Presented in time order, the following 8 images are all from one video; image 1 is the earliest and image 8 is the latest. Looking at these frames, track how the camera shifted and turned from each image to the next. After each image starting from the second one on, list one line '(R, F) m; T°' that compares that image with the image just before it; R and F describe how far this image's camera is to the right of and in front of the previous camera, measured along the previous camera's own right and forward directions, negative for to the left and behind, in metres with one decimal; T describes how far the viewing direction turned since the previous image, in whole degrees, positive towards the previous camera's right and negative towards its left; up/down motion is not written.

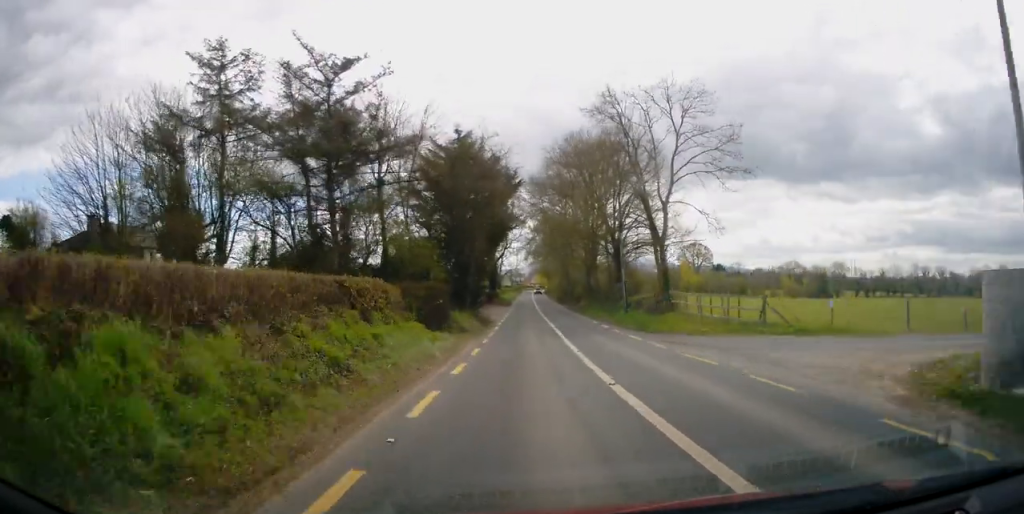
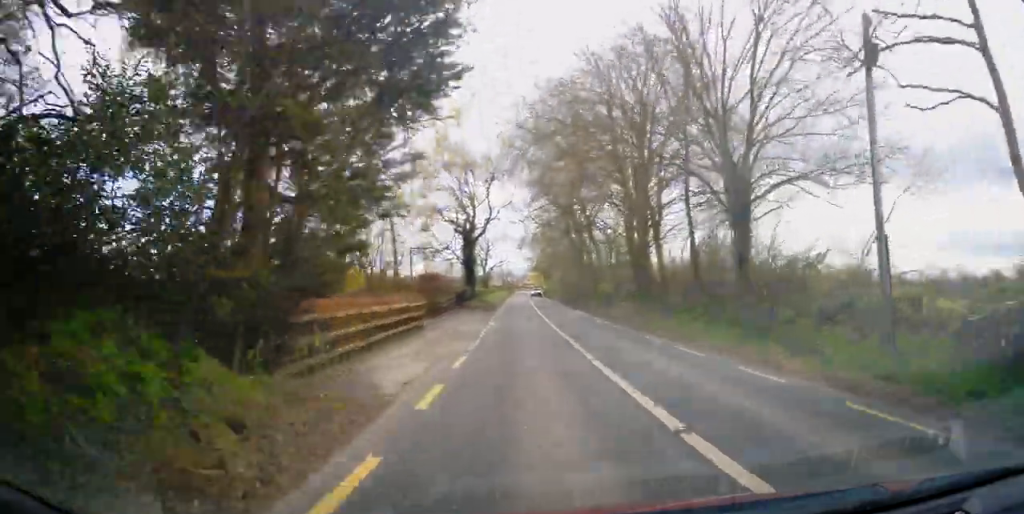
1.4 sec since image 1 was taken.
(-0.2, +28.2) m; -7°
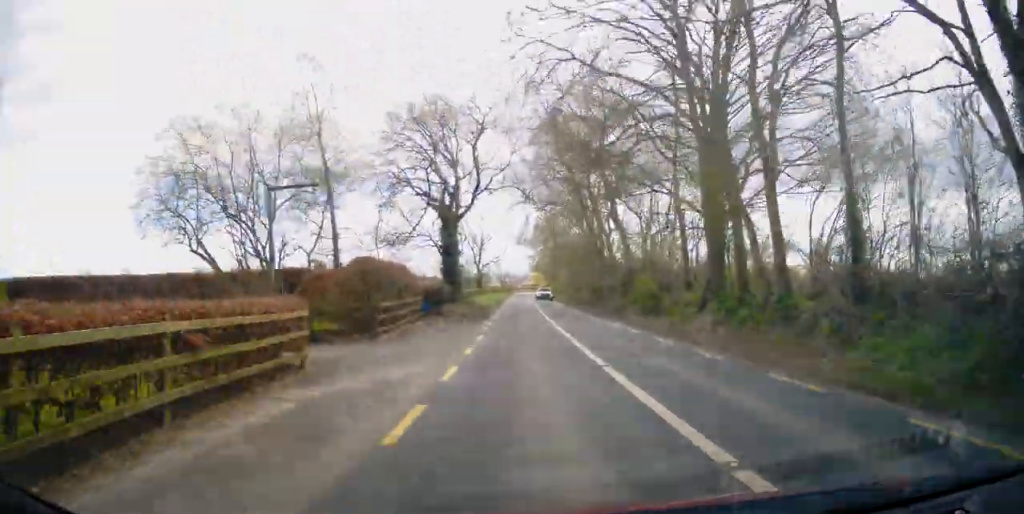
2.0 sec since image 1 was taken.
(-1.1, +14.0) m; +3°
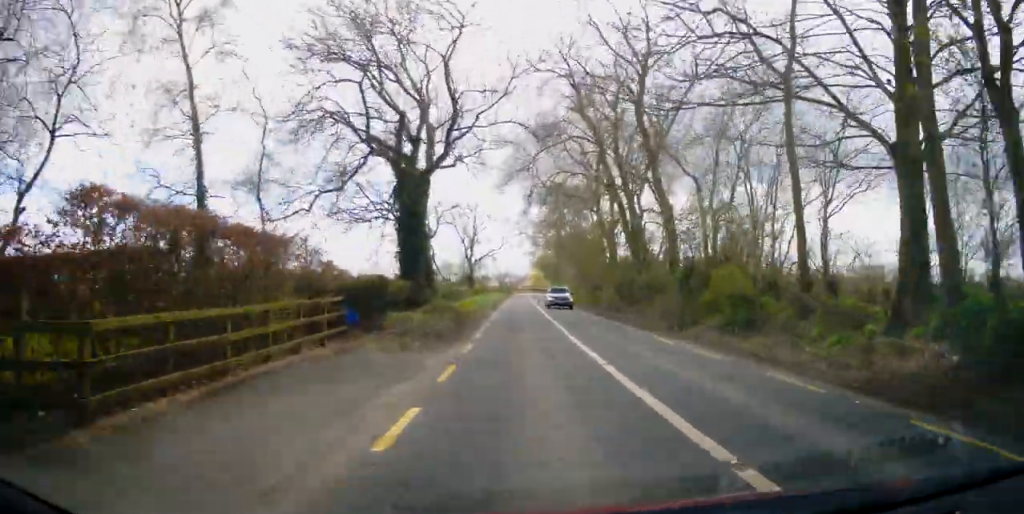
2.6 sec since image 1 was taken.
(-2.1, +12.5) m; +6°
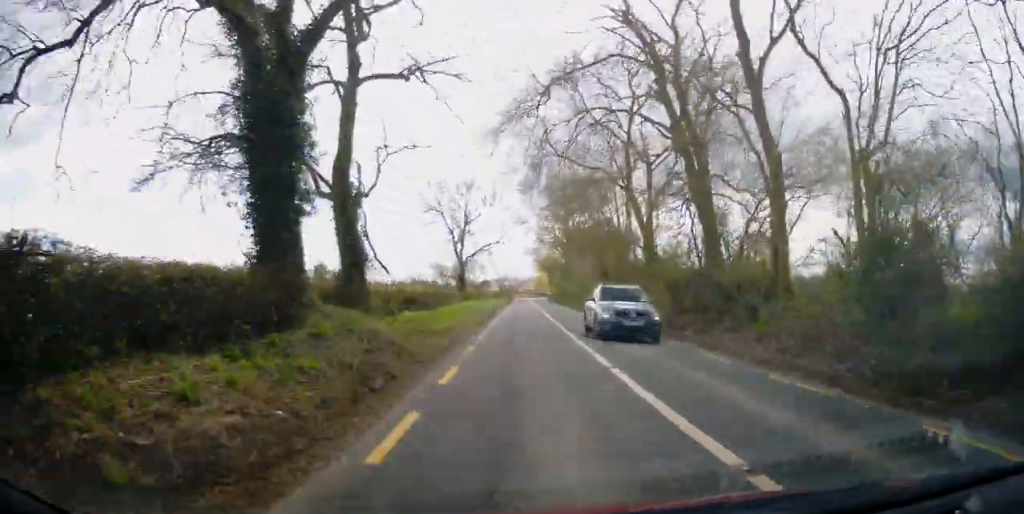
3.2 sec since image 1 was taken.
(+3.9, +12.2) m; +6°
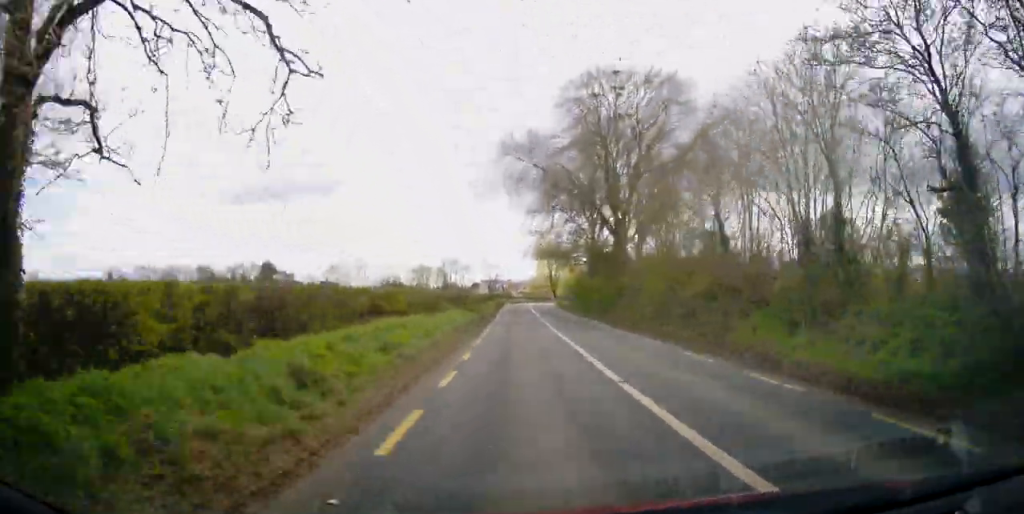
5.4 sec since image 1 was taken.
(-2.5, +44.7) m; -7°
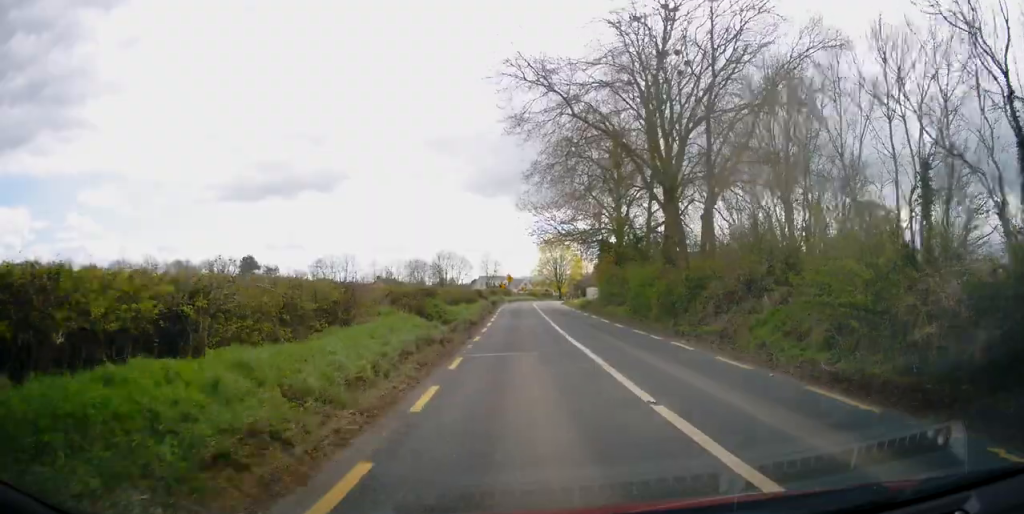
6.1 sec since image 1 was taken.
(+0.1, +14.5) m; 0°
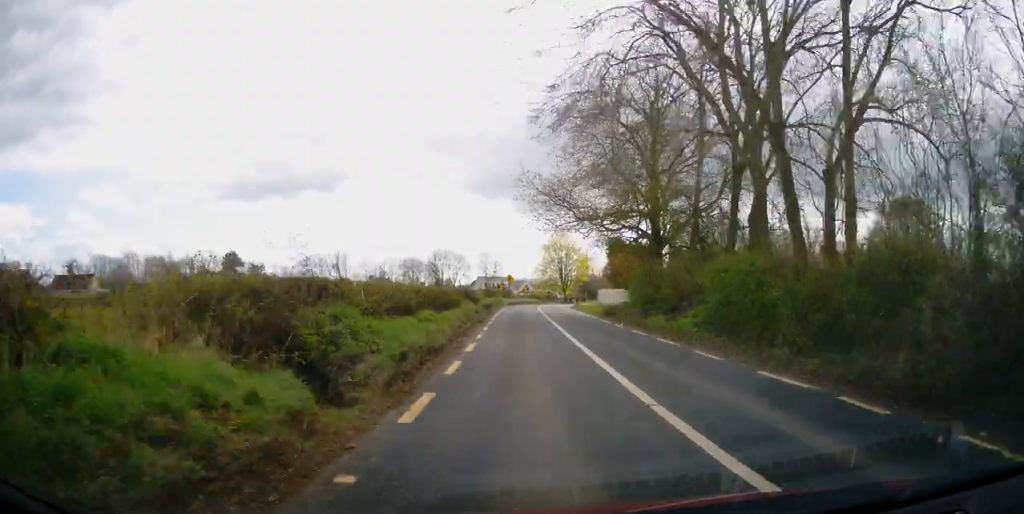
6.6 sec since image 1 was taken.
(+0.1, +11.6) m; 0°
